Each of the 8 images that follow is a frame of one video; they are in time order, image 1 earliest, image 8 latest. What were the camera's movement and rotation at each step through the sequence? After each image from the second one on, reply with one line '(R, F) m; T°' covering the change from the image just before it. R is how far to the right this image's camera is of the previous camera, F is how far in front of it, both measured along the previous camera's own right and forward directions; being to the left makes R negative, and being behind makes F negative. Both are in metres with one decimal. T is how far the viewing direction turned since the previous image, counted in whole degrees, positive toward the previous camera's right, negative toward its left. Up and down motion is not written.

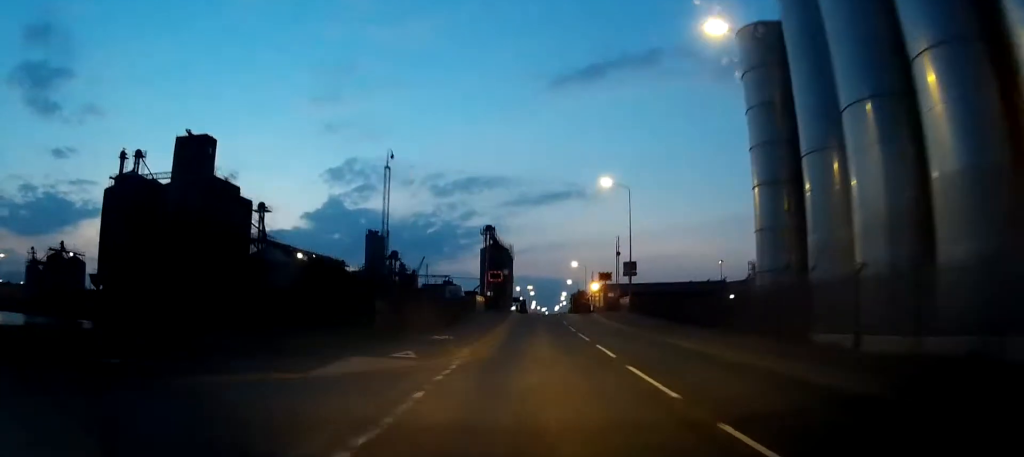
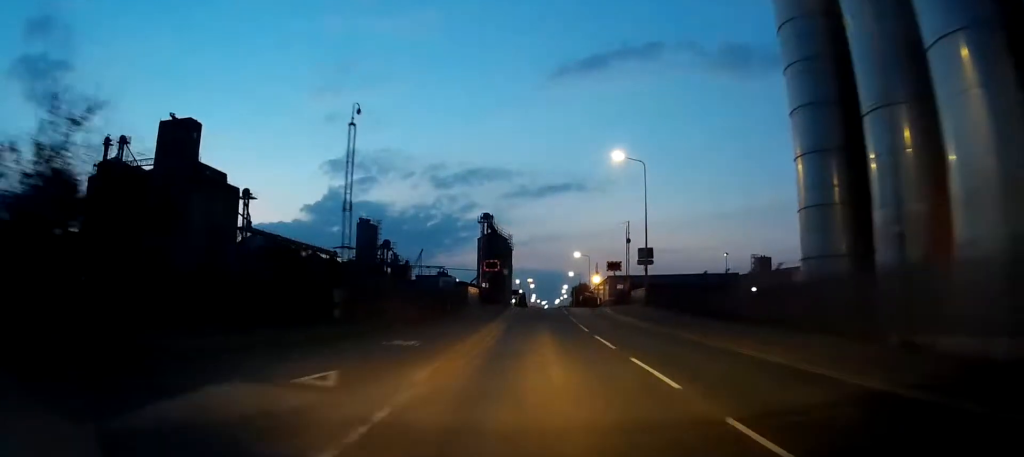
(+0.1, +6.8) m; +2°
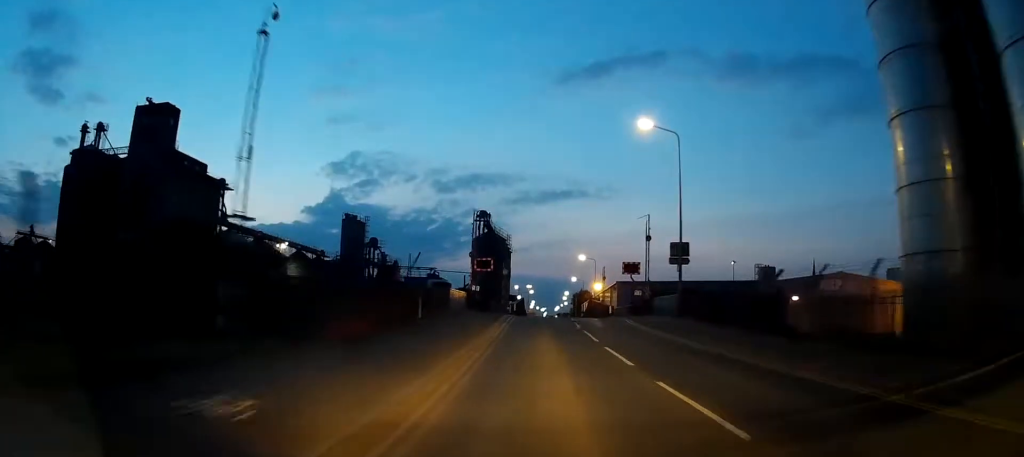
(+0.4, +10.4) m; +3°
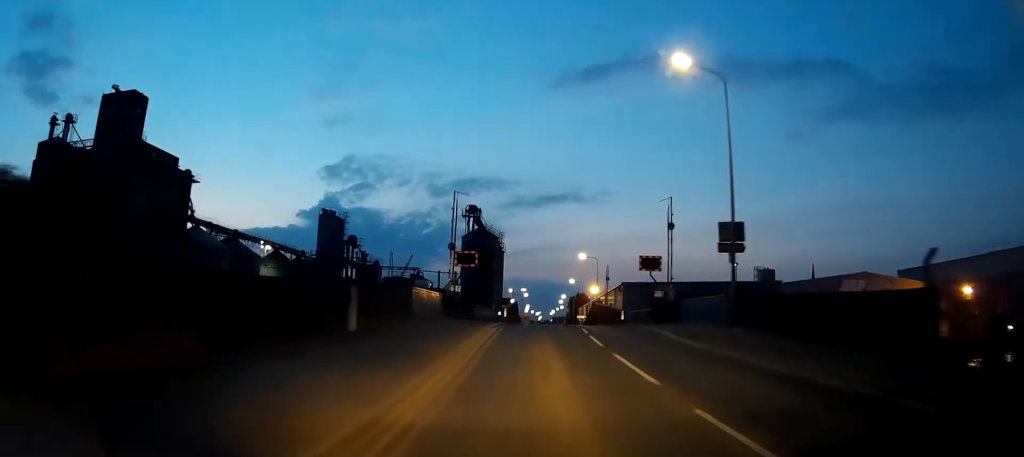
(+0.3, +10.4) m; +2°
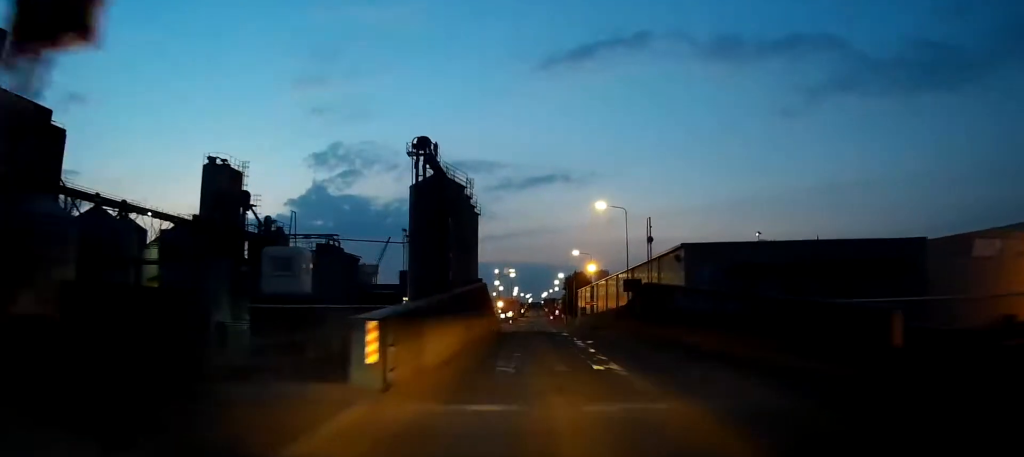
(-1.6, +35.7) m; -5°
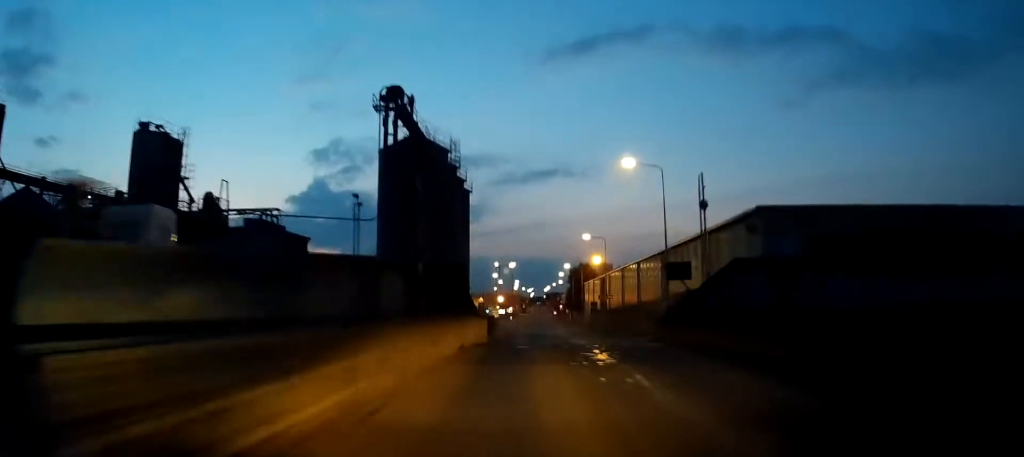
(+0.3, +14.1) m; +3°
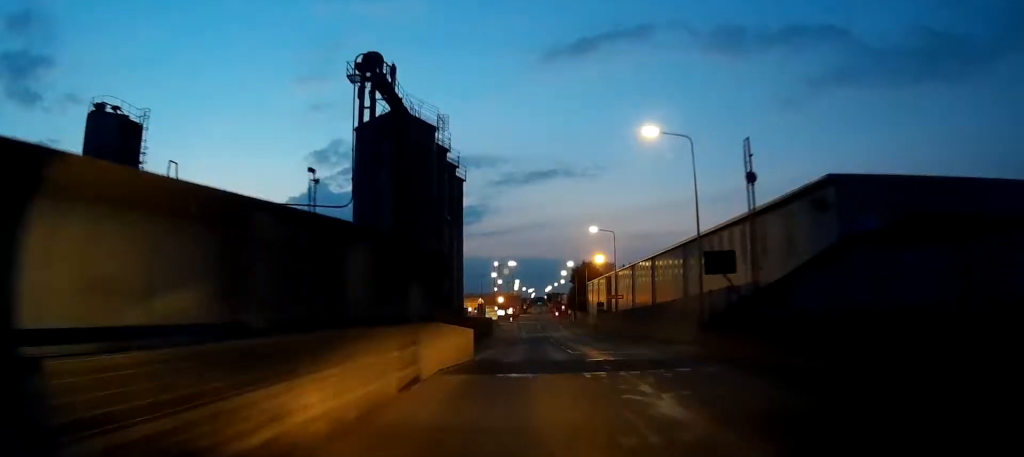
(+0.4, +7.4) m; +1°
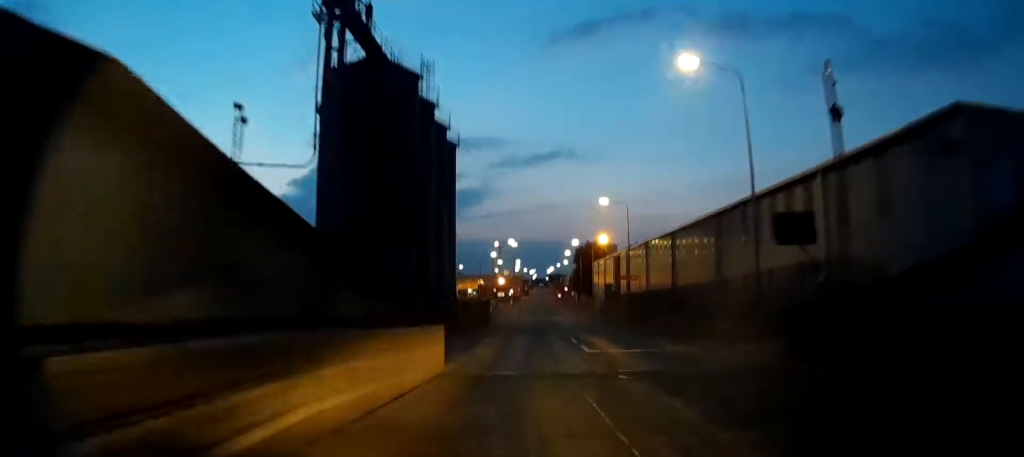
(0.0, +7.8) m; -1°
